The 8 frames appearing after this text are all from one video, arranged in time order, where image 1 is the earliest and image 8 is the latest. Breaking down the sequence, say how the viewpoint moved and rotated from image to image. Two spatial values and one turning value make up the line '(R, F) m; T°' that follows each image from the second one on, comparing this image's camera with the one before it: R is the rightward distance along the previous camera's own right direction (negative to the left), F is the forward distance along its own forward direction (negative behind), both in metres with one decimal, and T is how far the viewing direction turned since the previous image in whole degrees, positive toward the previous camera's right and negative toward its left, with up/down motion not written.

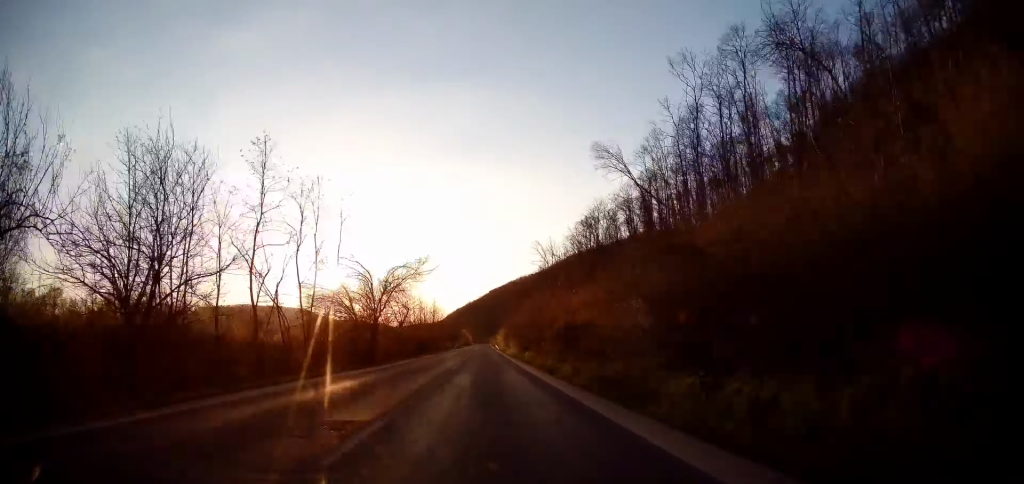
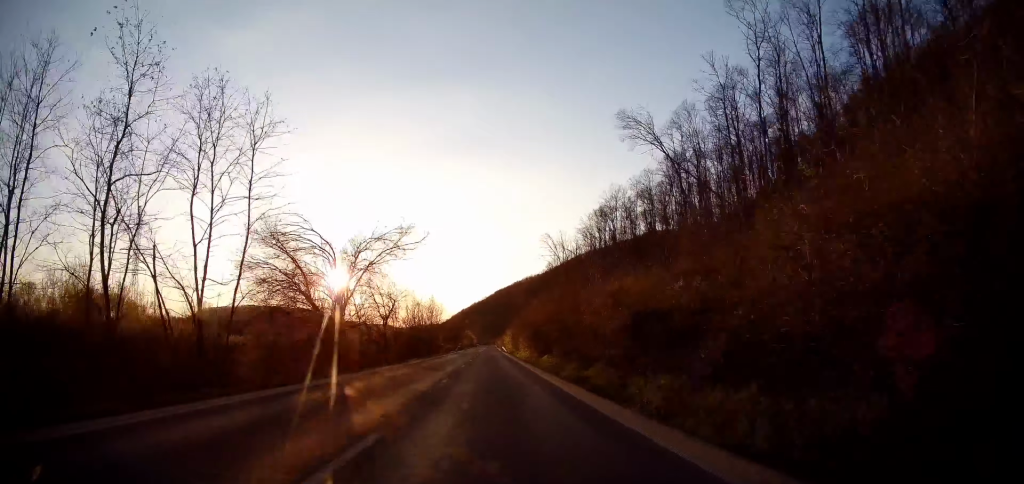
(+0.1, +13.0) m; 0°
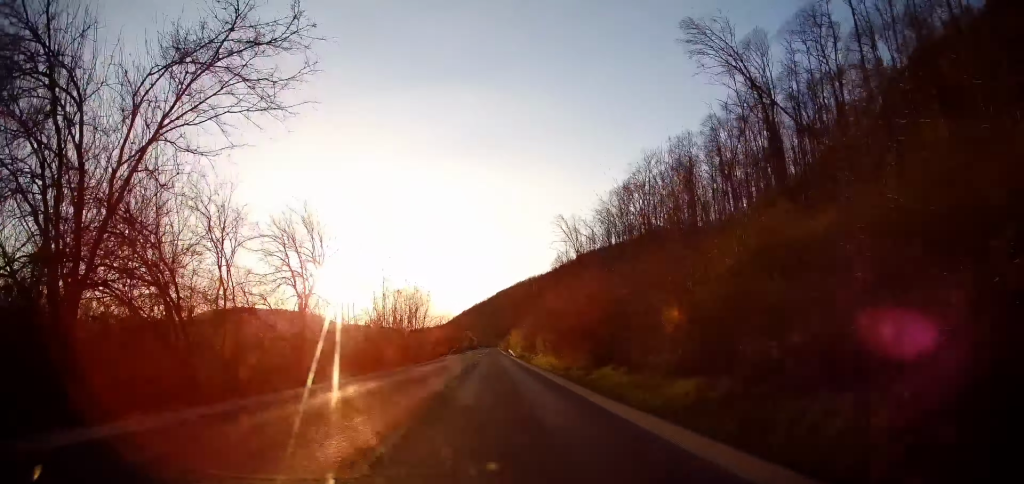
(0.0, +23.1) m; 0°
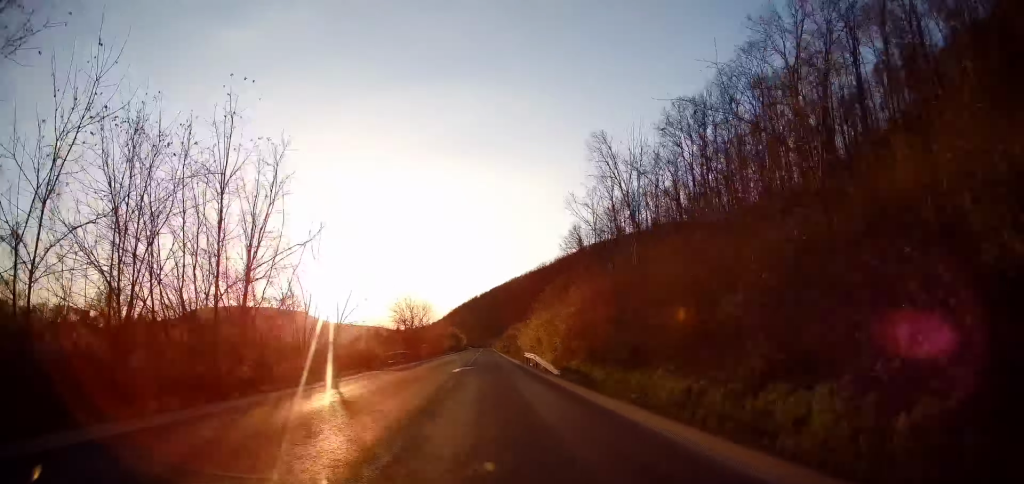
(0.0, +48.3) m; 0°
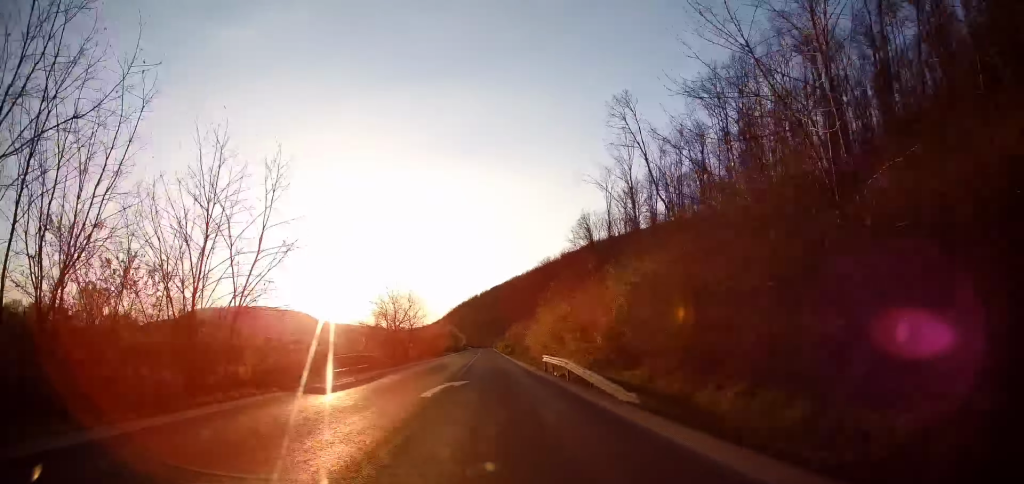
(+0.1, +12.2) m; +1°
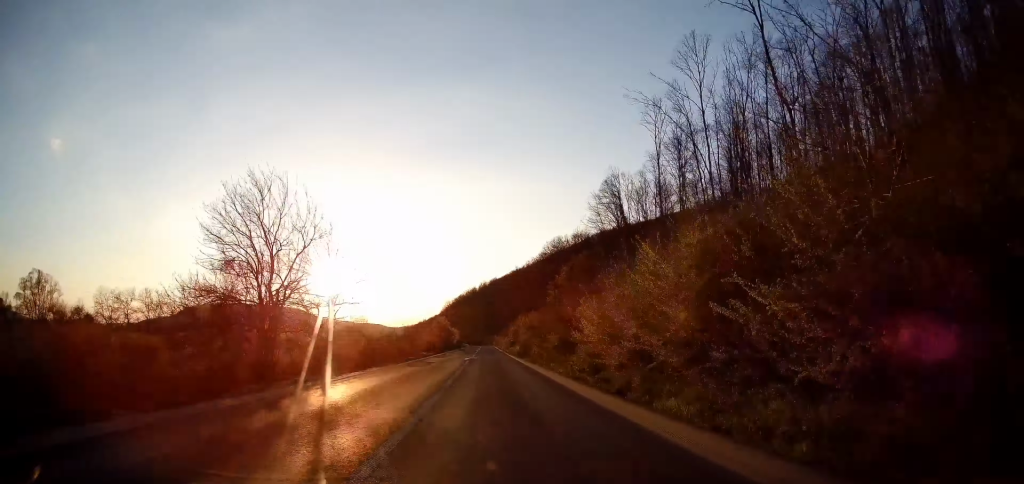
(+0.4, +29.4) m; 0°
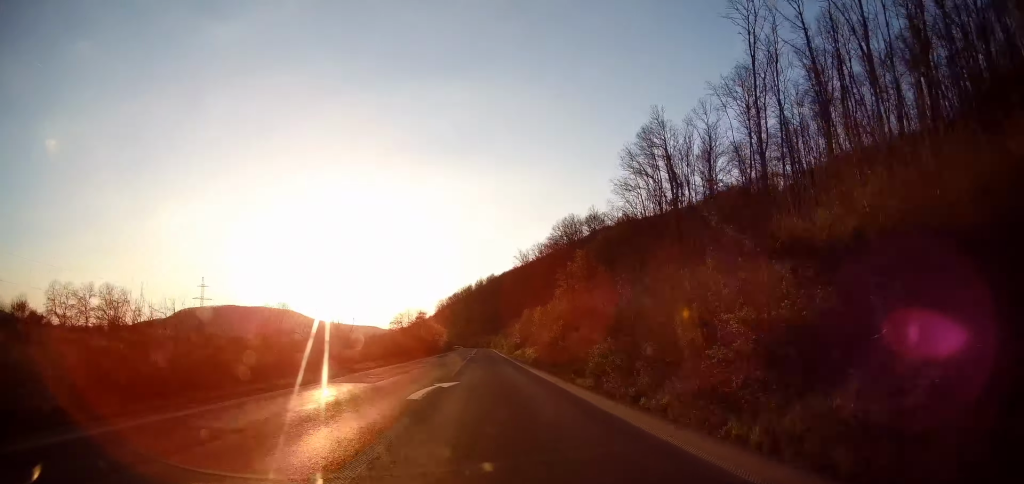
(-0.5, +27.8) m; 0°
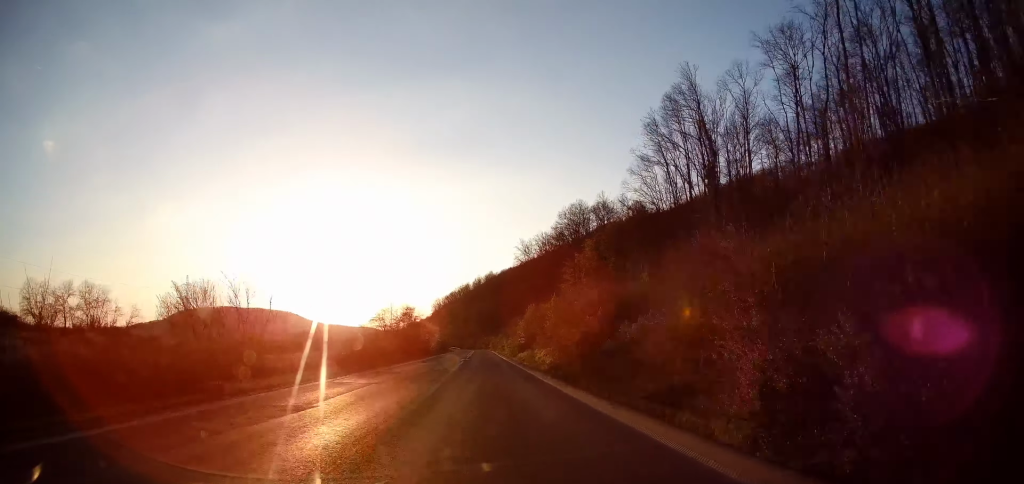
(+0.3, +12.8) m; 0°
